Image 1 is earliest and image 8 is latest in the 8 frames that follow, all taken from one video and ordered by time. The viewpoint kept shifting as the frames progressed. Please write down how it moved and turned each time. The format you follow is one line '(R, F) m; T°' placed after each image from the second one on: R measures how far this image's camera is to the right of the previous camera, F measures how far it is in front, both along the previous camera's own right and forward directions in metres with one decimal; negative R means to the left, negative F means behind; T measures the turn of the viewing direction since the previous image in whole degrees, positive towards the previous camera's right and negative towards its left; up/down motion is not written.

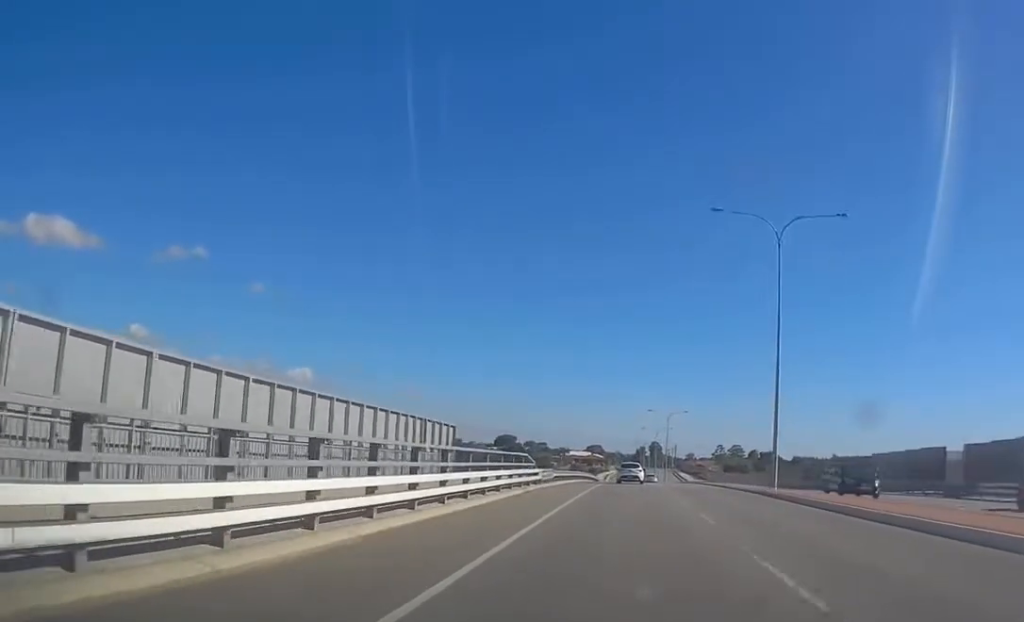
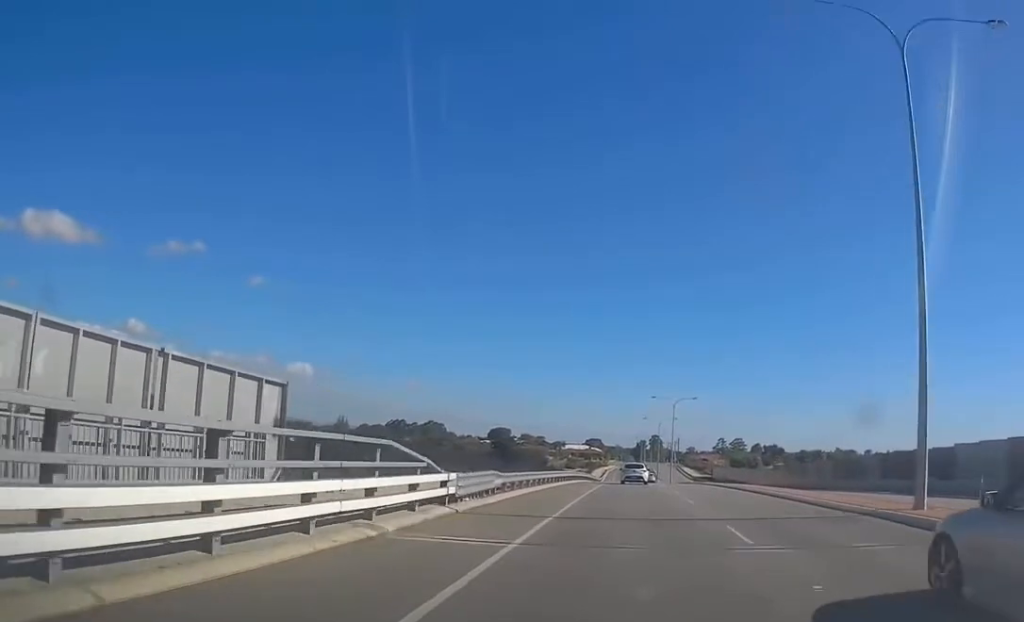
(0.0, +18.1) m; -2°
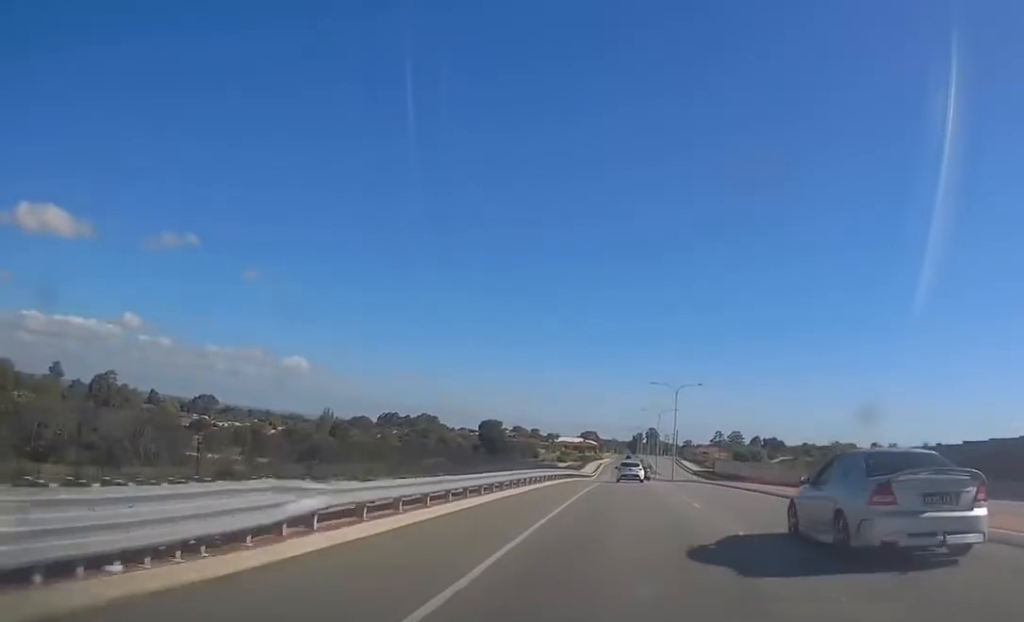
(-0.5, +14.0) m; -1°
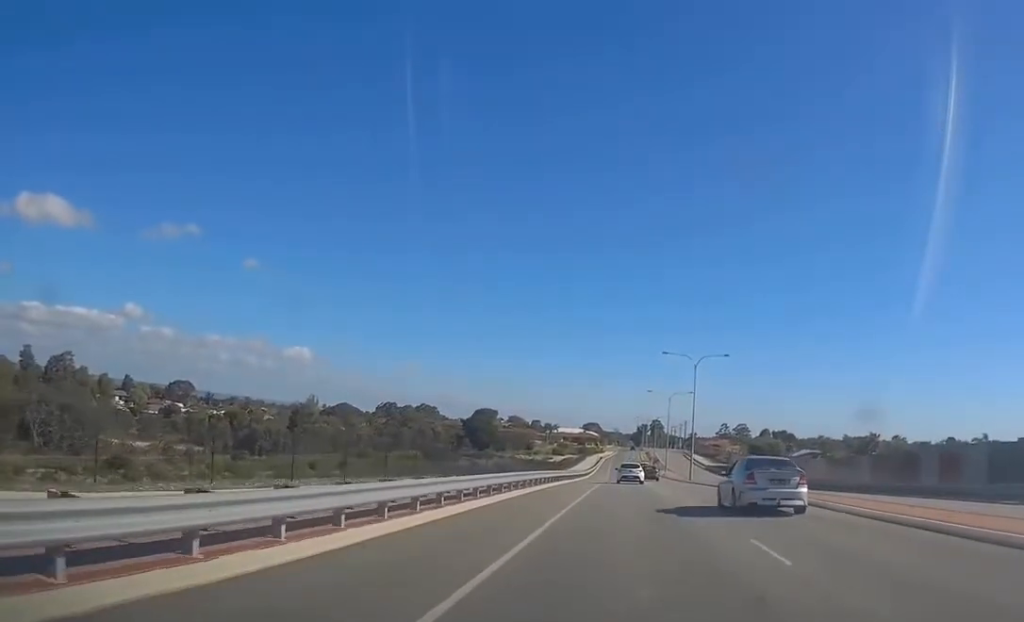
(+0.6, +23.5) m; +3°
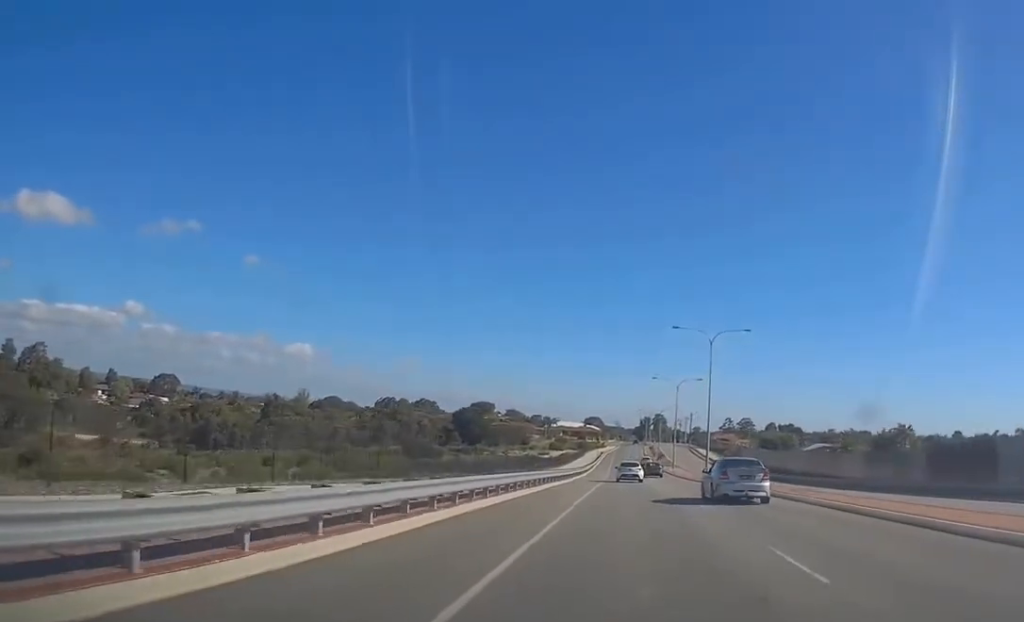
(0.0, +13.2) m; 0°
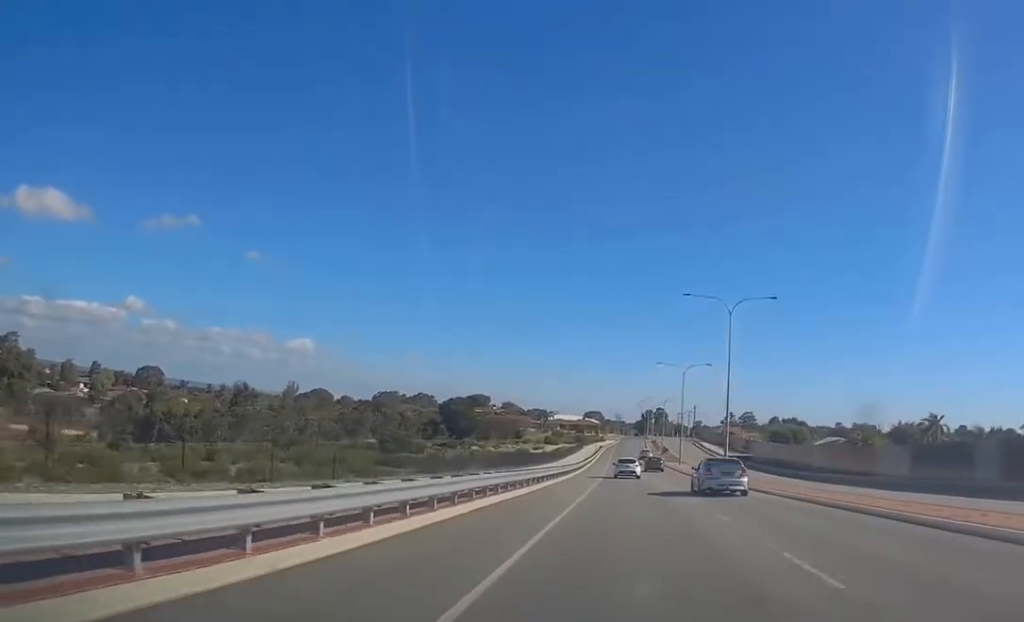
(0.0, +12.2) m; 0°
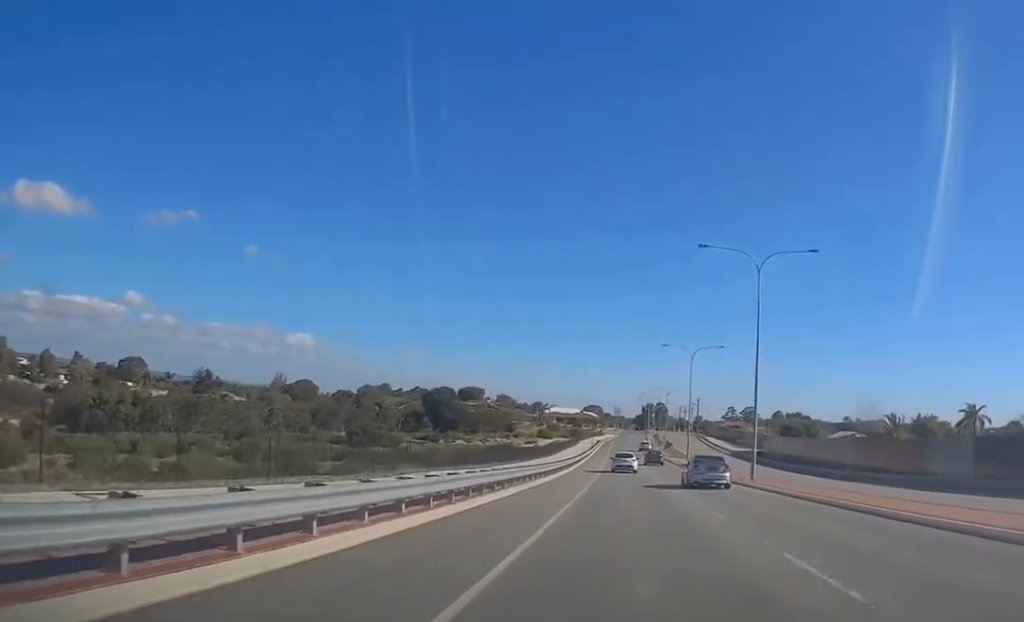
(0.0, +12.3) m; 0°
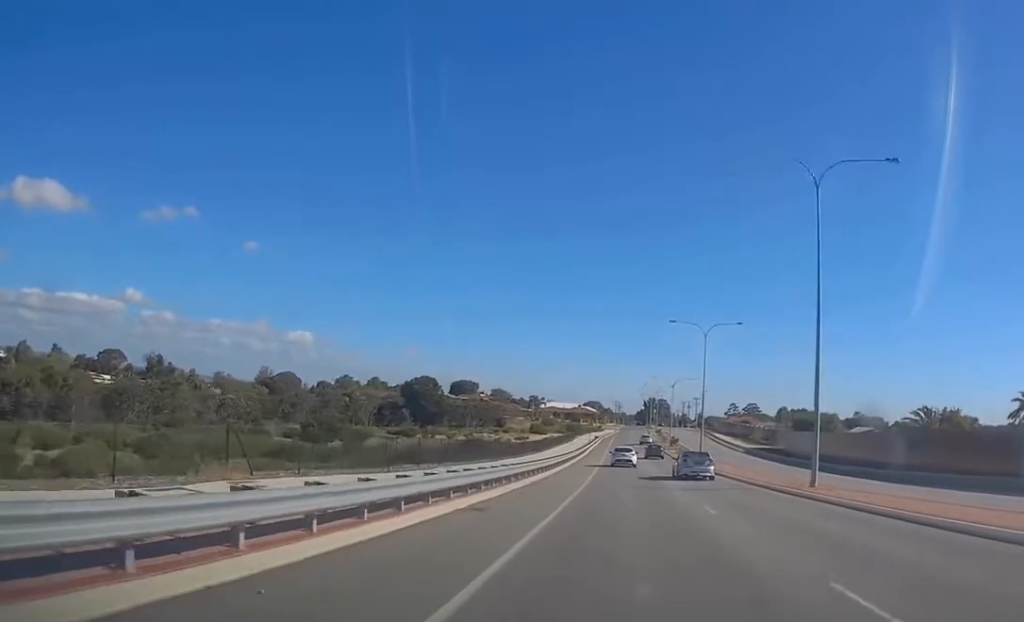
(0.0, +14.1) m; 0°
